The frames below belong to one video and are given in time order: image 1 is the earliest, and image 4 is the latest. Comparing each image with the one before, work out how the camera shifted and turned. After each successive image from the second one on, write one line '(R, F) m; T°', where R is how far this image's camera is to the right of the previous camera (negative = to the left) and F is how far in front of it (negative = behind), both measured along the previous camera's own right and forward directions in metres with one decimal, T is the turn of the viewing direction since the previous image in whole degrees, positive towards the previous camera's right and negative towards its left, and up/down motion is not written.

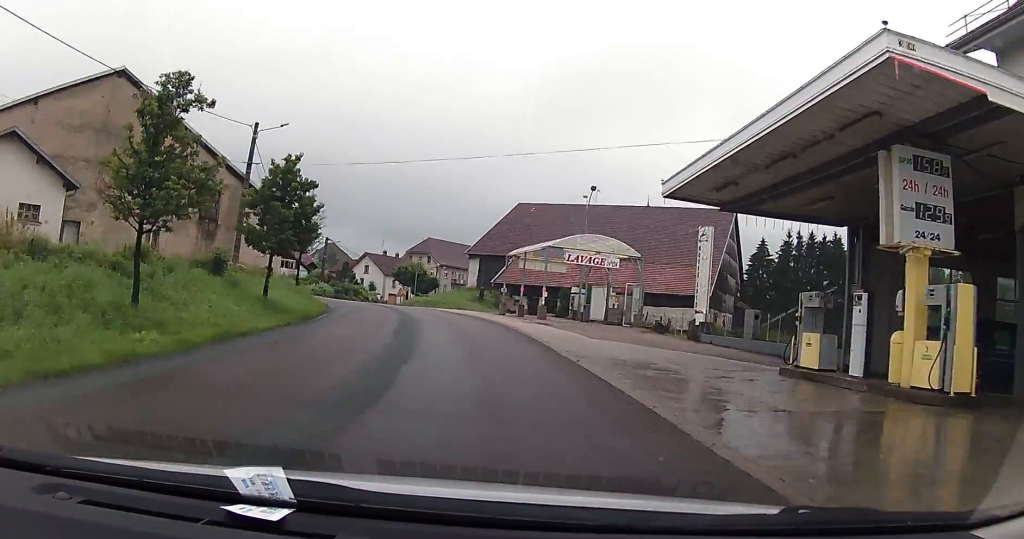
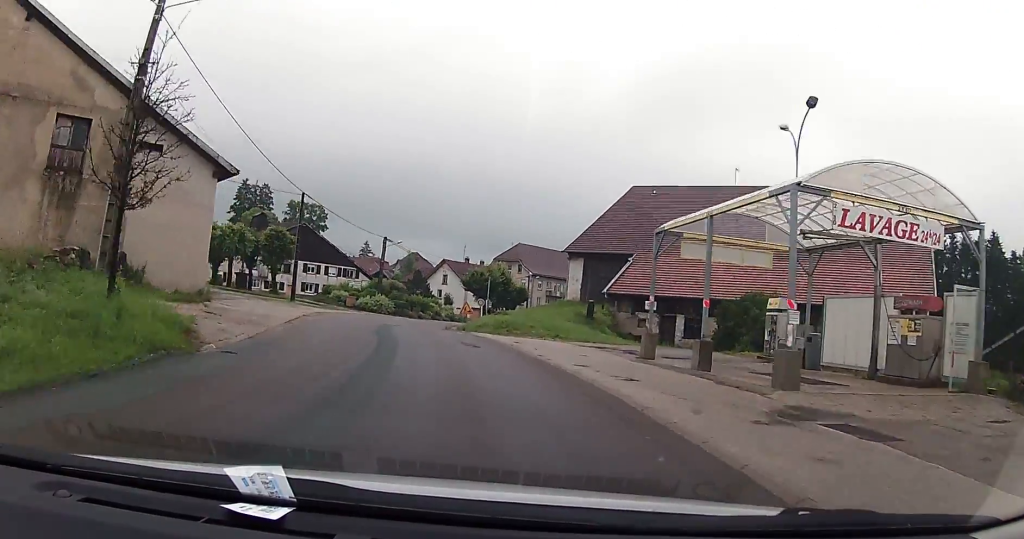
(-1.4, +21.2) m; -9°
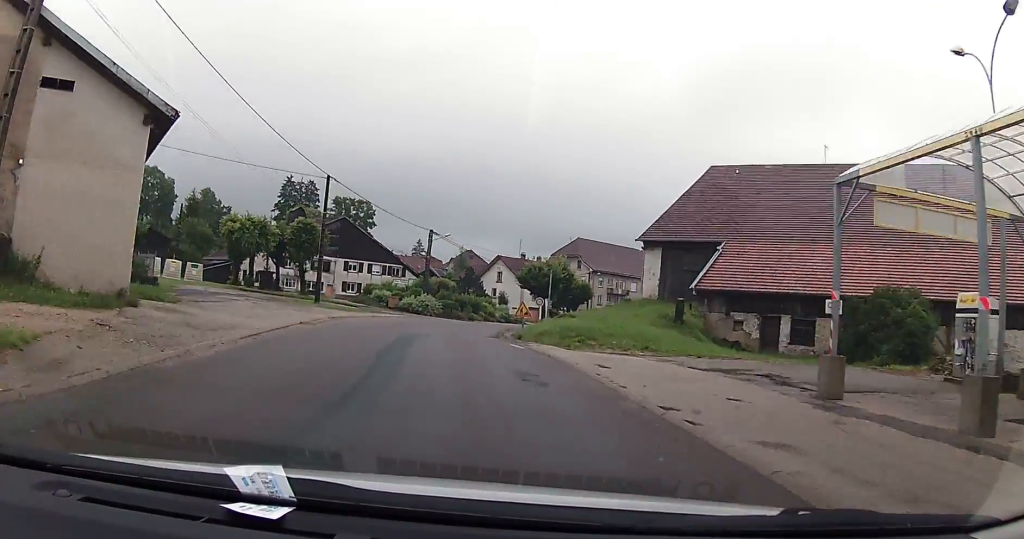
(-0.3, +8.0) m; -3°
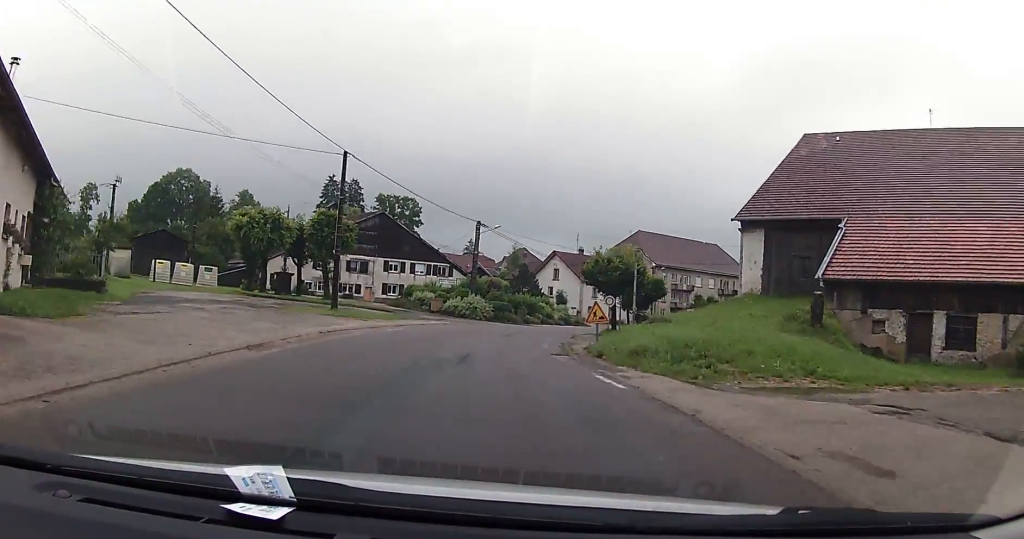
(-0.1, +8.9) m; -2°
